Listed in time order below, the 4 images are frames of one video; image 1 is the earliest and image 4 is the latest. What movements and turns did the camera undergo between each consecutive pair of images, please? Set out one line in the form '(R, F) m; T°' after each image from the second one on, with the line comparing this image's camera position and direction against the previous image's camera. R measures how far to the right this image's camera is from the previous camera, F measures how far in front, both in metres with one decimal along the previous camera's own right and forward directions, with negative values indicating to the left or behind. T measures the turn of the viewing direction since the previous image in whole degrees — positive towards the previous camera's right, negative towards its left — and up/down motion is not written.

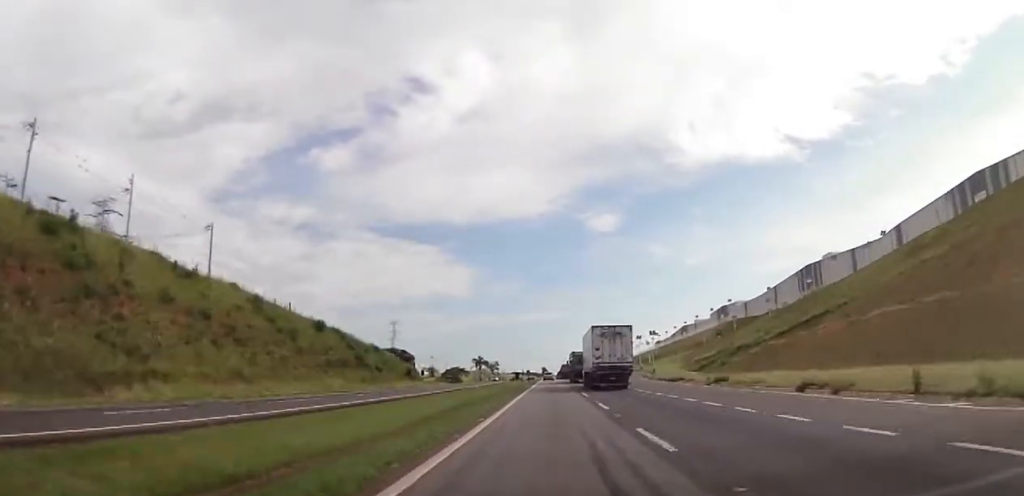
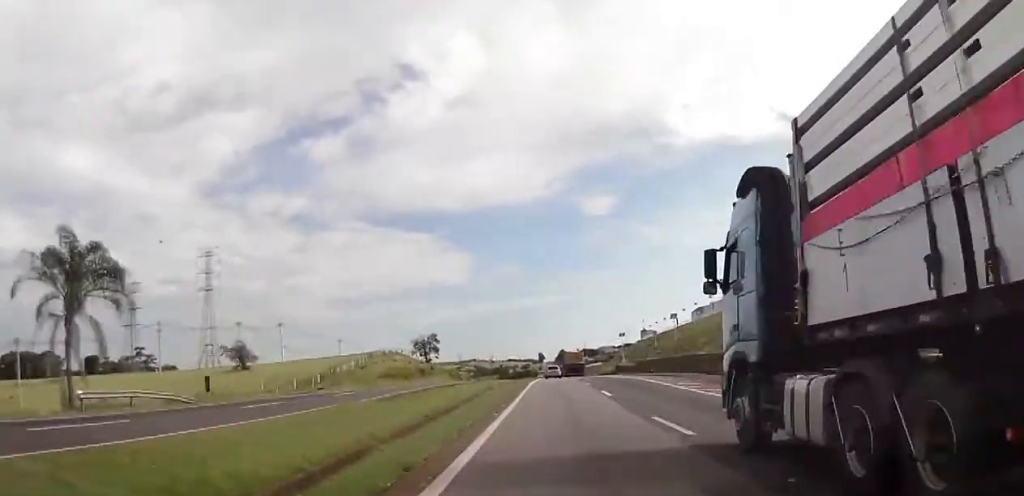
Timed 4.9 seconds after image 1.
(+0.5, +183.9) m; 0°
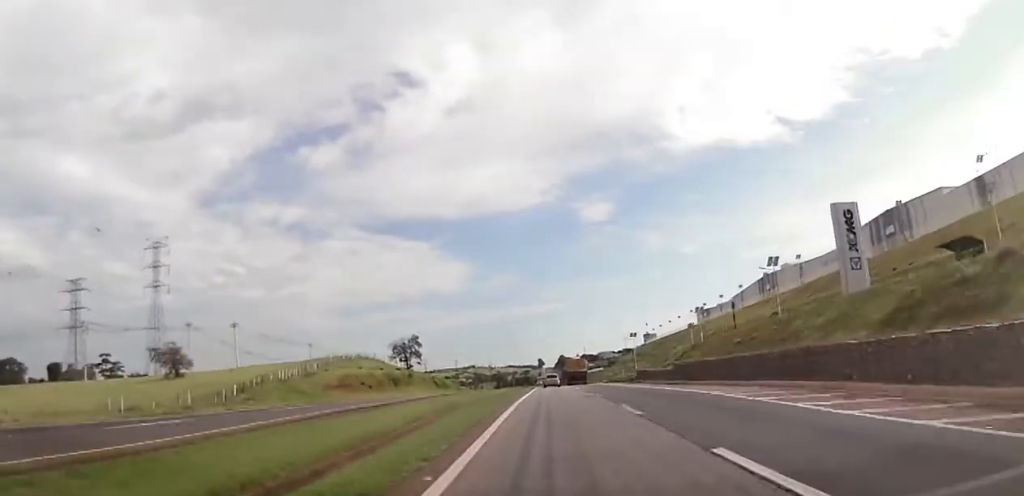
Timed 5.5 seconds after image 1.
(+0.2, +22.0) m; 0°
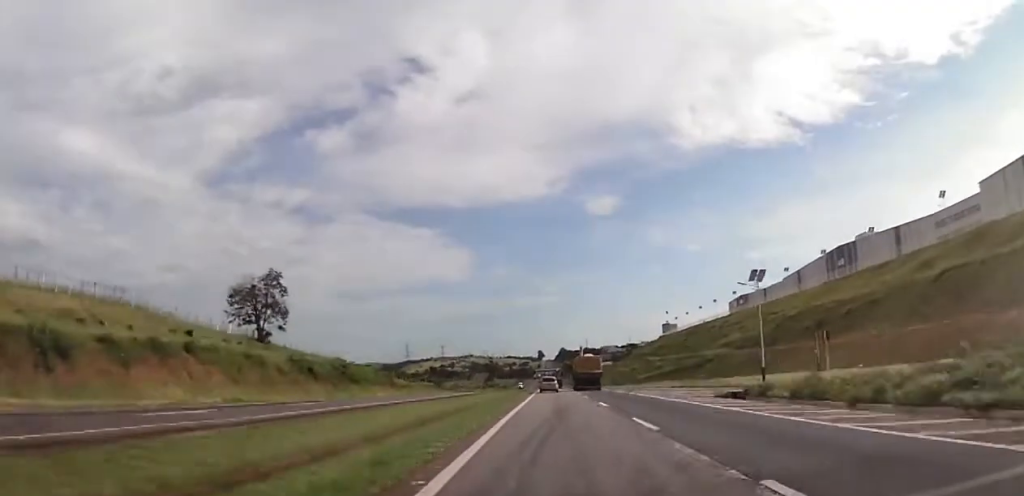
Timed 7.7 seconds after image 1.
(-0.7, +76.5) m; -1°
